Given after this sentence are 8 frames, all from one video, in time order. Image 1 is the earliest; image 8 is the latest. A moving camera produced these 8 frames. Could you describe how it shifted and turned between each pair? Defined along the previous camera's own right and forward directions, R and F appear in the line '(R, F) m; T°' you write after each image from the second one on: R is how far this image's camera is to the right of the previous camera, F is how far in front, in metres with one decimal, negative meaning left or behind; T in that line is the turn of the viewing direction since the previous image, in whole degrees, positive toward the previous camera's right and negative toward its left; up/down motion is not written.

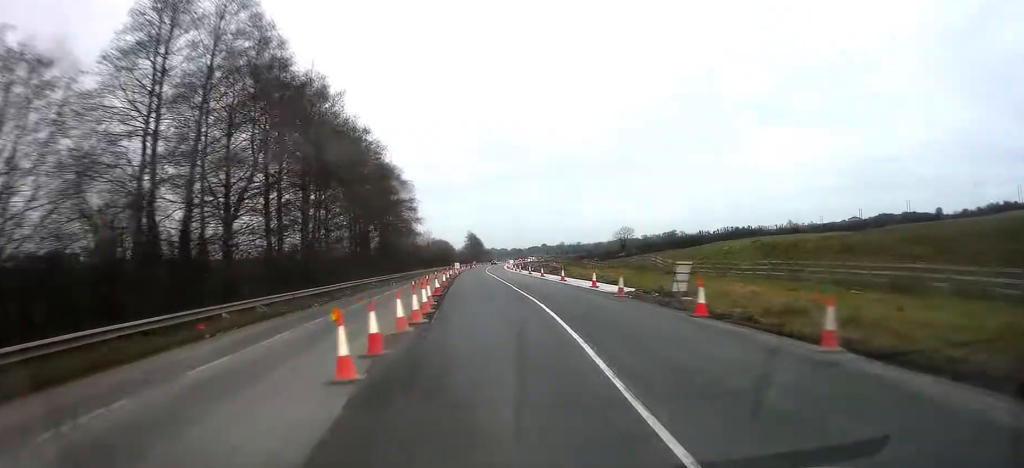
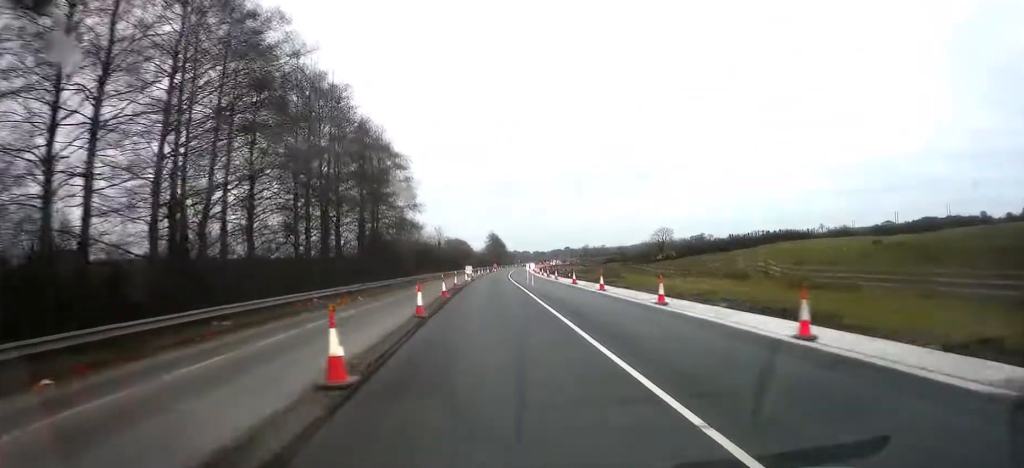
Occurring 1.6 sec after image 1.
(-1.1, +21.0) m; -6°
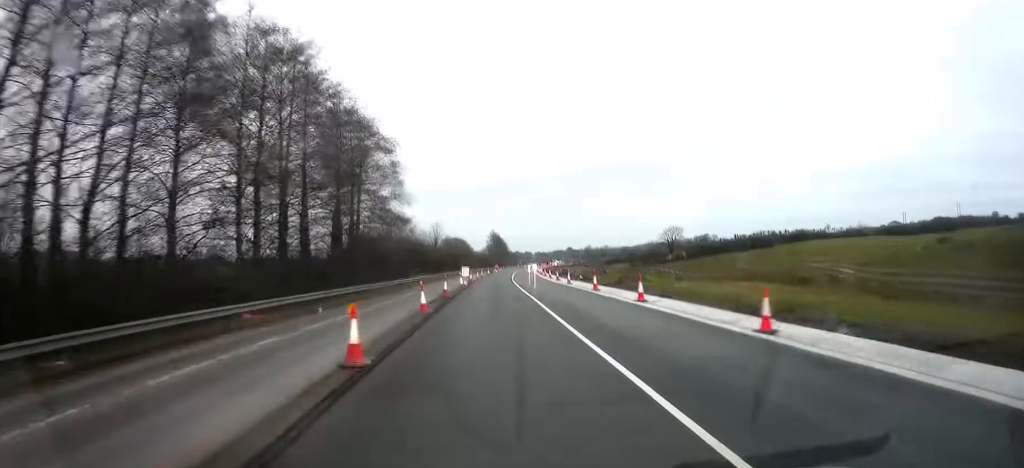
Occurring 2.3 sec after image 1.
(+0.2, +8.5) m; 0°
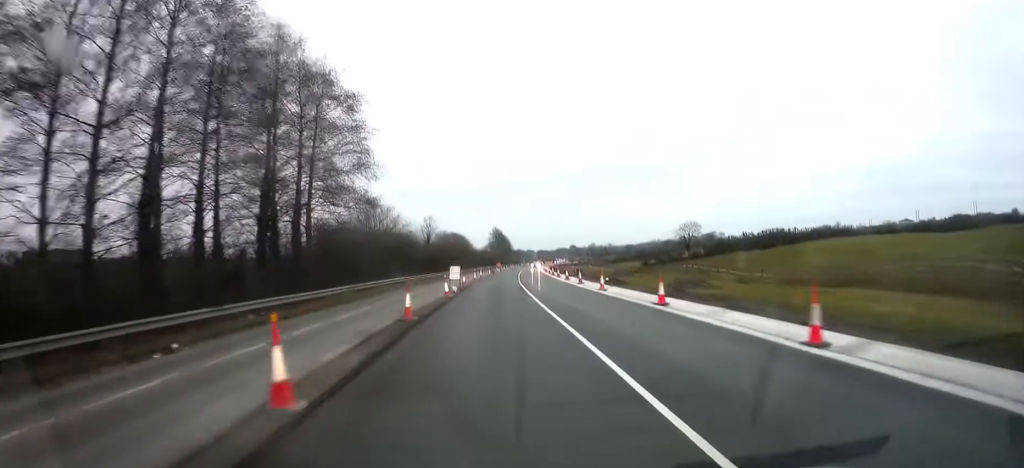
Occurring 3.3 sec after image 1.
(-0.1, +13.2) m; -2°
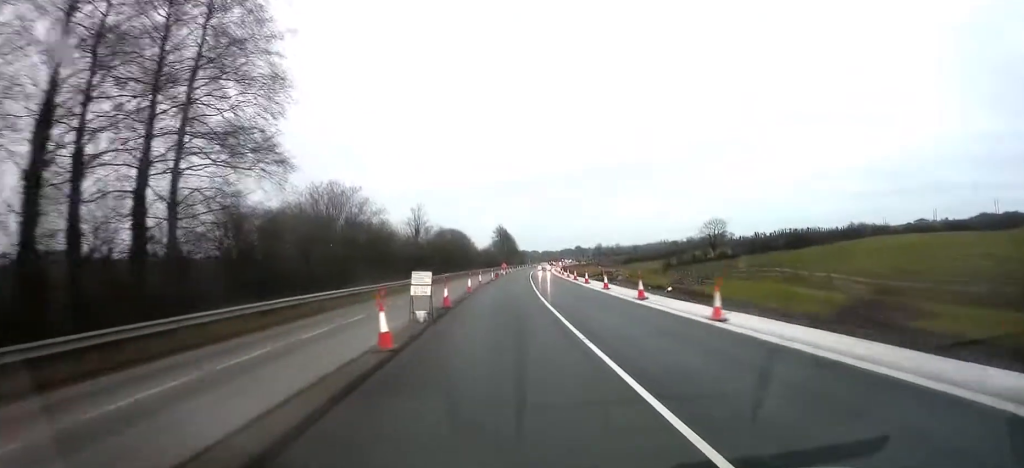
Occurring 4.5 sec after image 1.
(-0.5, +15.6) m; -3°
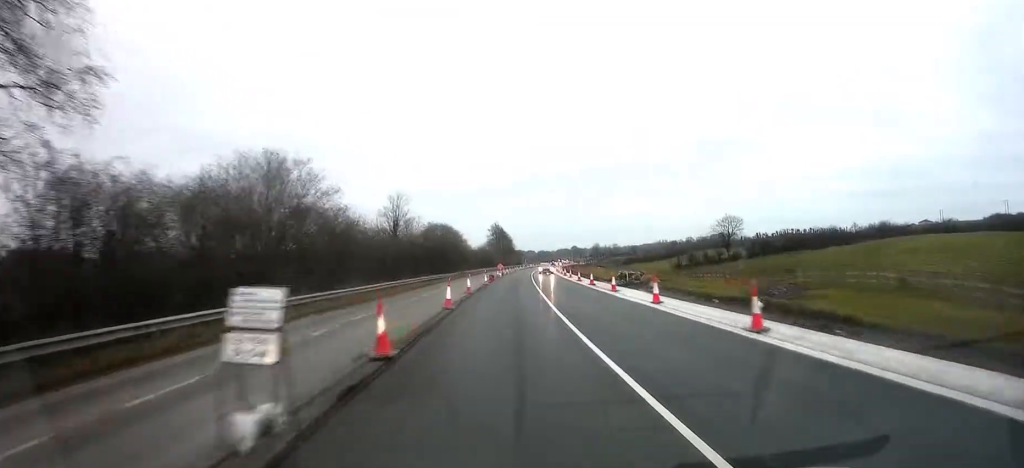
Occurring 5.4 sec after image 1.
(0.0, +11.3) m; -1°
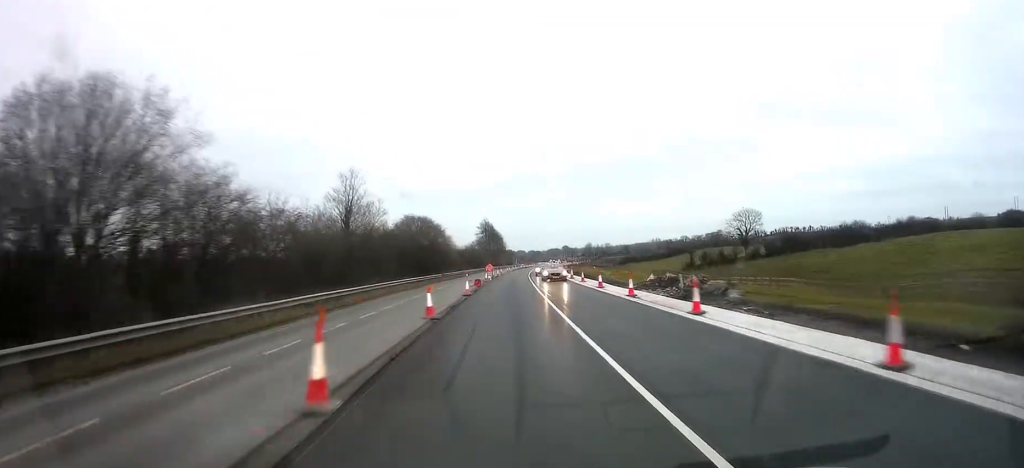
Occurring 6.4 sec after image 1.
(-0.3, +14.3) m; 0°
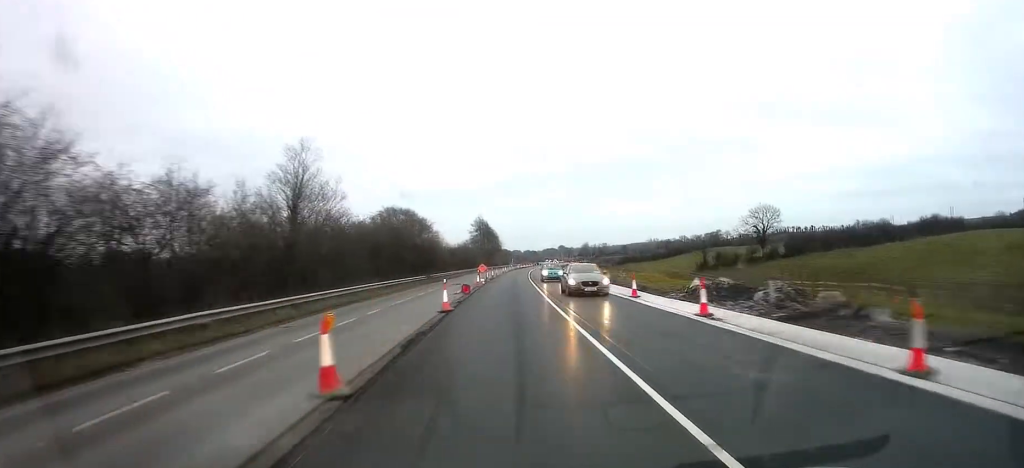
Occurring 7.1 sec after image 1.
(+0.2, +10.0) m; 0°
